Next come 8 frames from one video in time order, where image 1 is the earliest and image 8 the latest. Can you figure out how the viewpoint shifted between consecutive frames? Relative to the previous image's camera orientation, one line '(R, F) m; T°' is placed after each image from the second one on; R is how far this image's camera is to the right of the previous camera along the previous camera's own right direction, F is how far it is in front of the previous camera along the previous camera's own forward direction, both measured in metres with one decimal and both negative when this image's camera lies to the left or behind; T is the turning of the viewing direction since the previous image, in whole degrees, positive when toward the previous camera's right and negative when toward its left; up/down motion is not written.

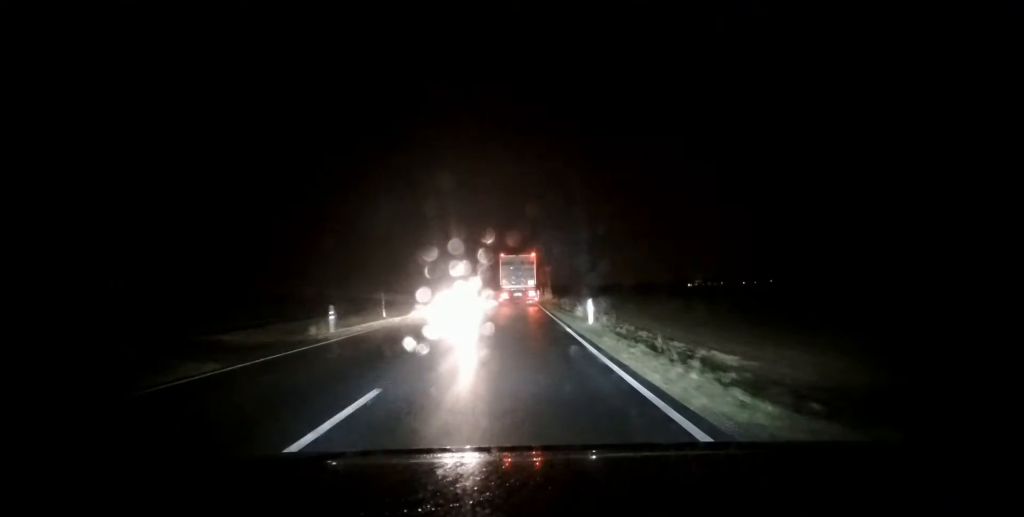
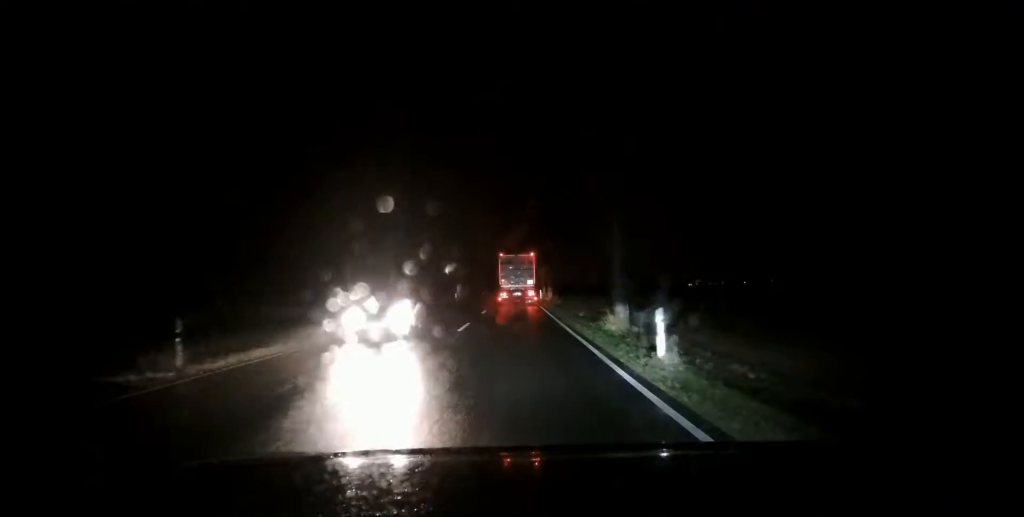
(+0.1, +9.3) m; -1°
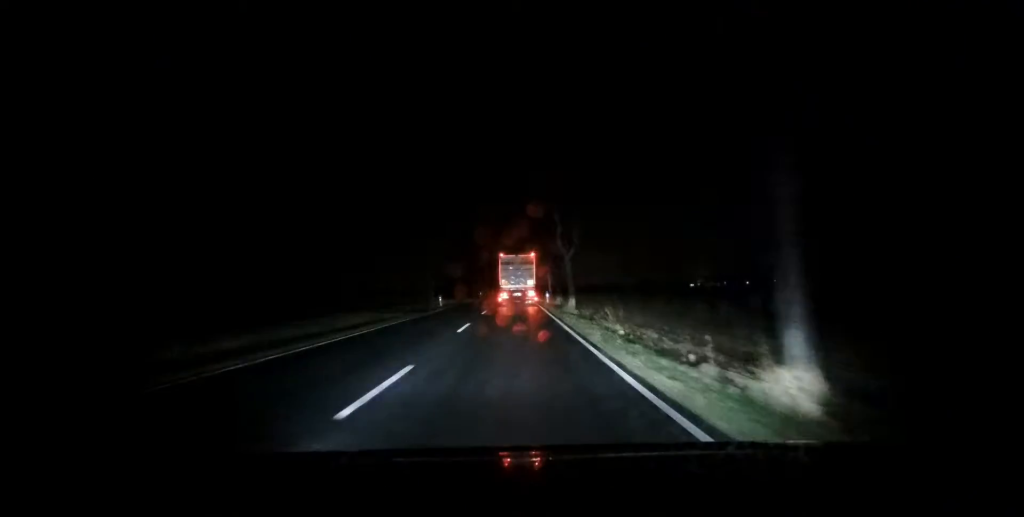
(-0.2, +12.2) m; 0°
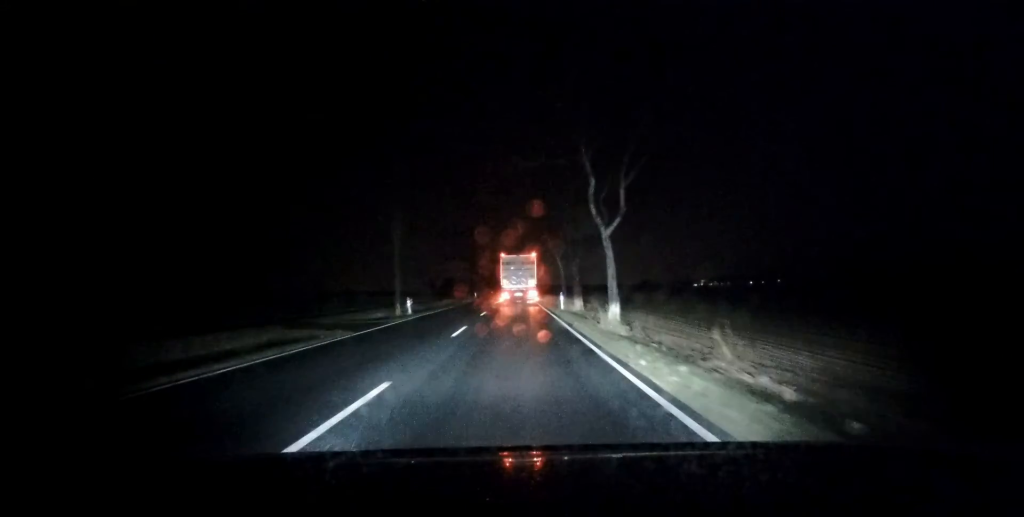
(0.0, +14.0) m; 0°
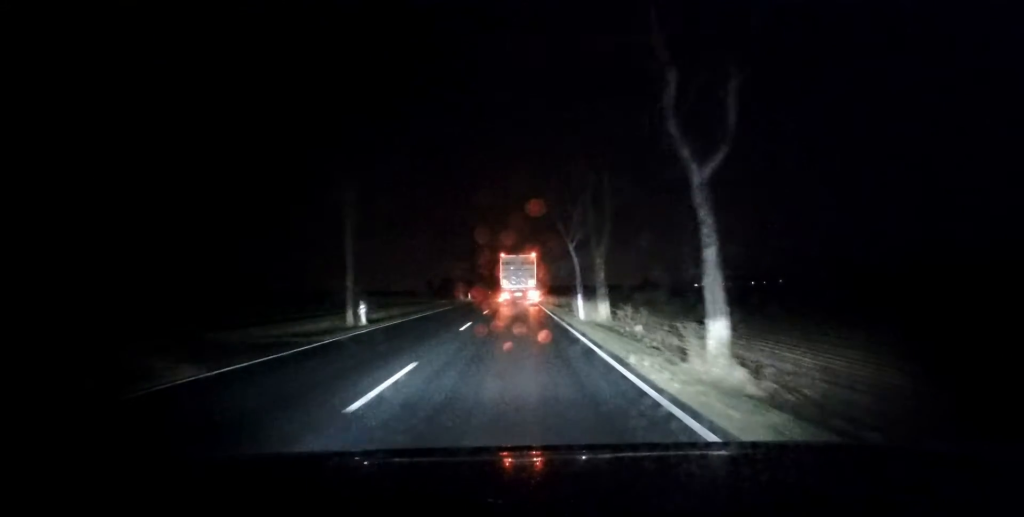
(+0.1, +9.9) m; +1°
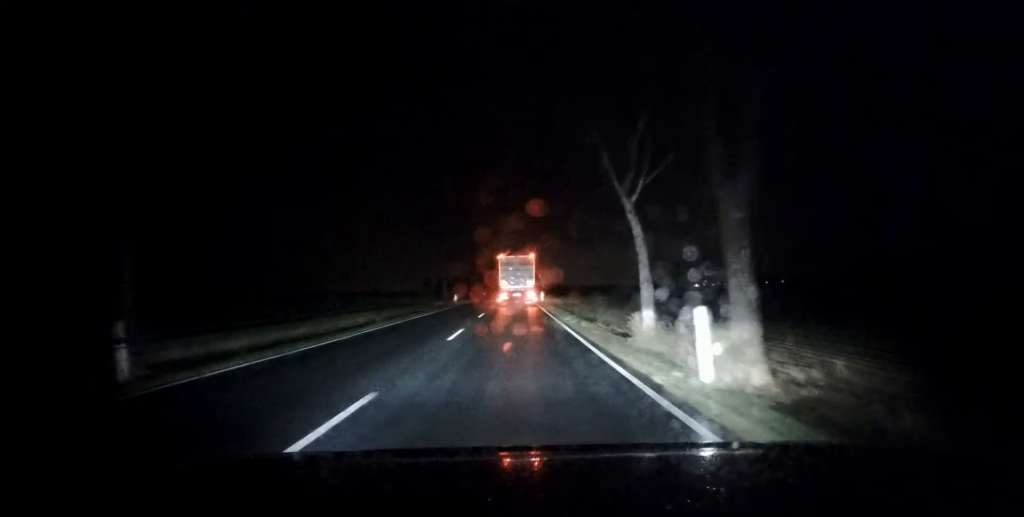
(0.0, +15.0) m; 0°
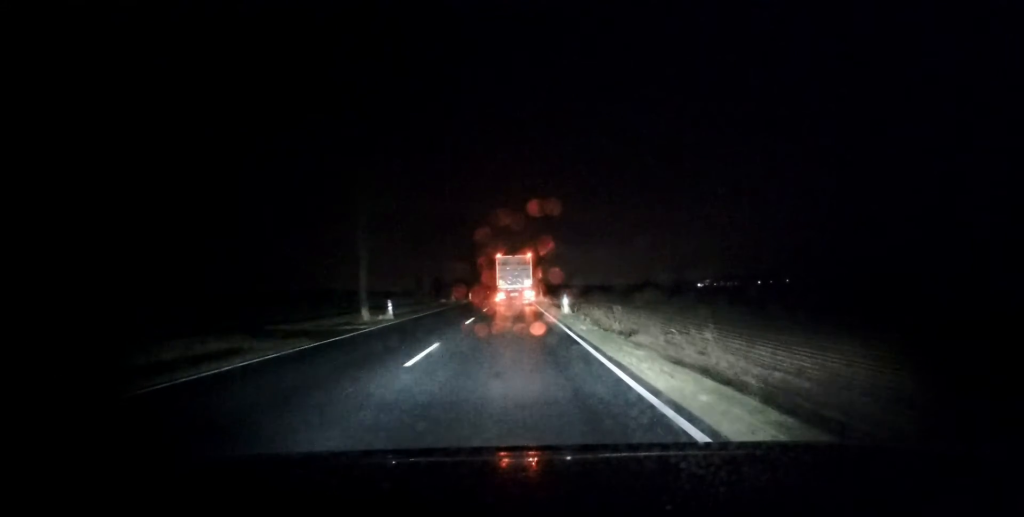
(0.0, +29.3) m; 0°
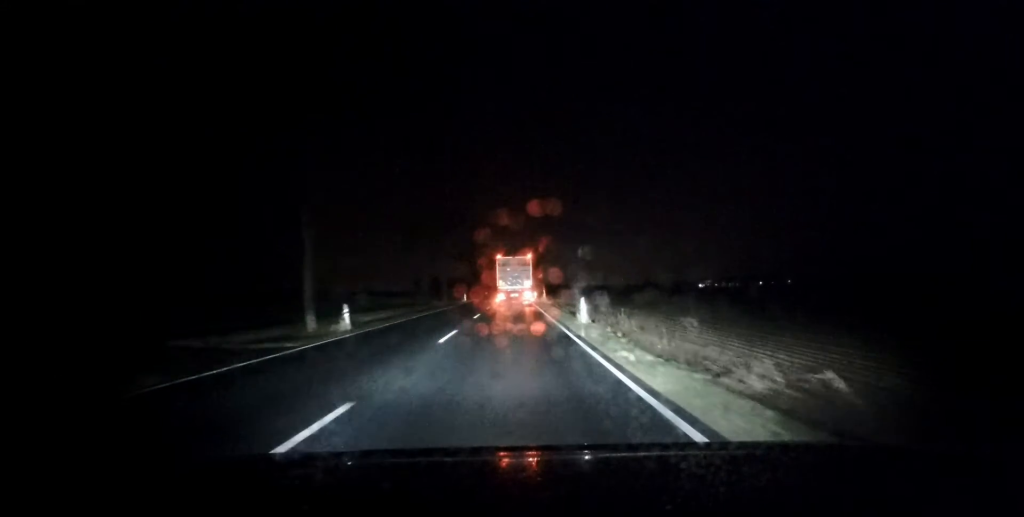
(0.0, +7.5) m; 0°
